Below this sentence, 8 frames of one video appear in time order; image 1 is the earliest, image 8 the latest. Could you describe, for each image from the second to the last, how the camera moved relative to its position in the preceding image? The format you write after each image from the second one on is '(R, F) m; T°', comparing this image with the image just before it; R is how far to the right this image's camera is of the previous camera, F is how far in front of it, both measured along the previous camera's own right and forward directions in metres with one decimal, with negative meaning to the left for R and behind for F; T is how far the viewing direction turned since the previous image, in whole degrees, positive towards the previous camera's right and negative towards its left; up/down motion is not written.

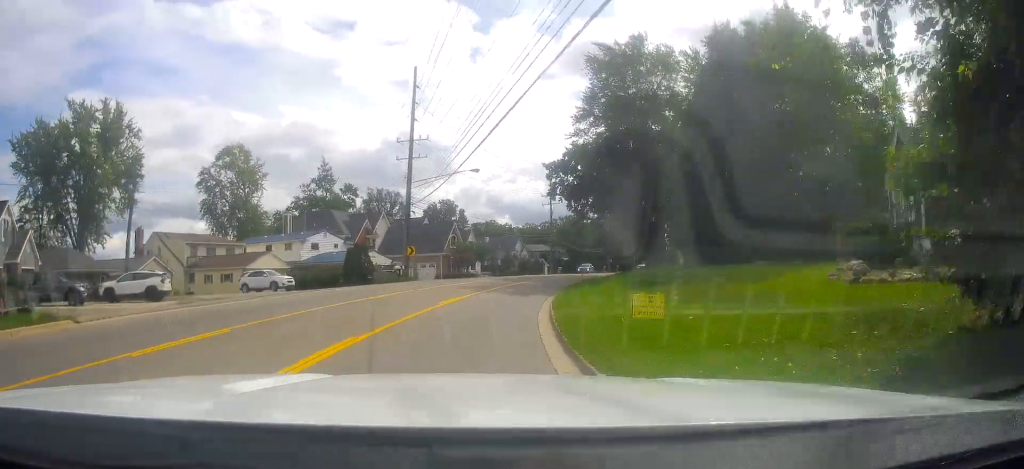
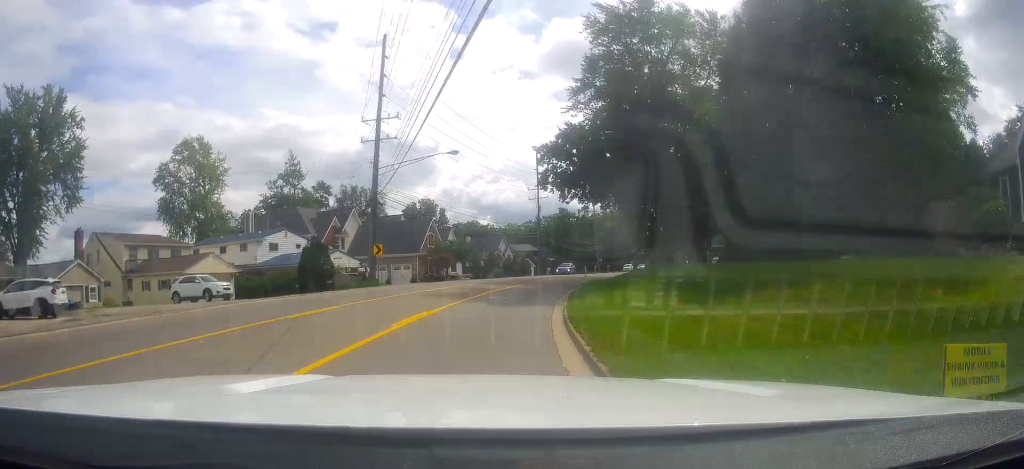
(0.0, +8.5) m; +1°
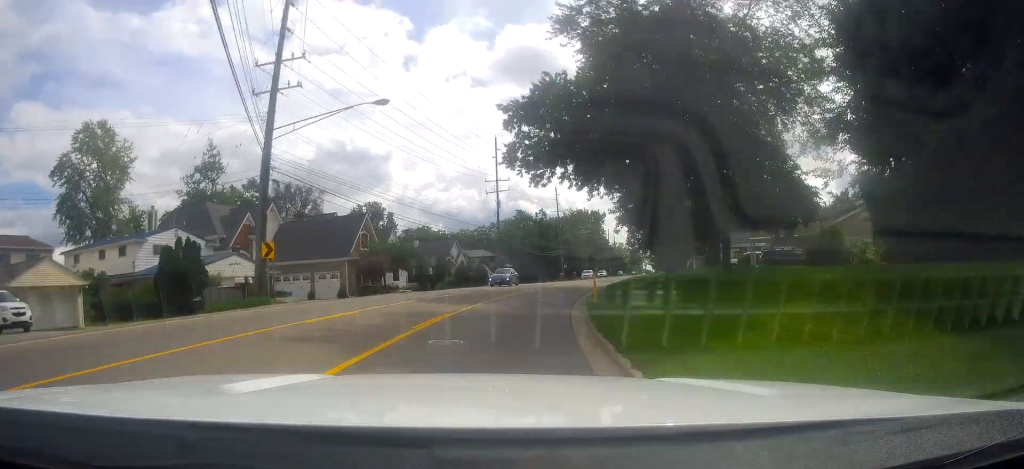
(0.0, +15.0) m; +4°
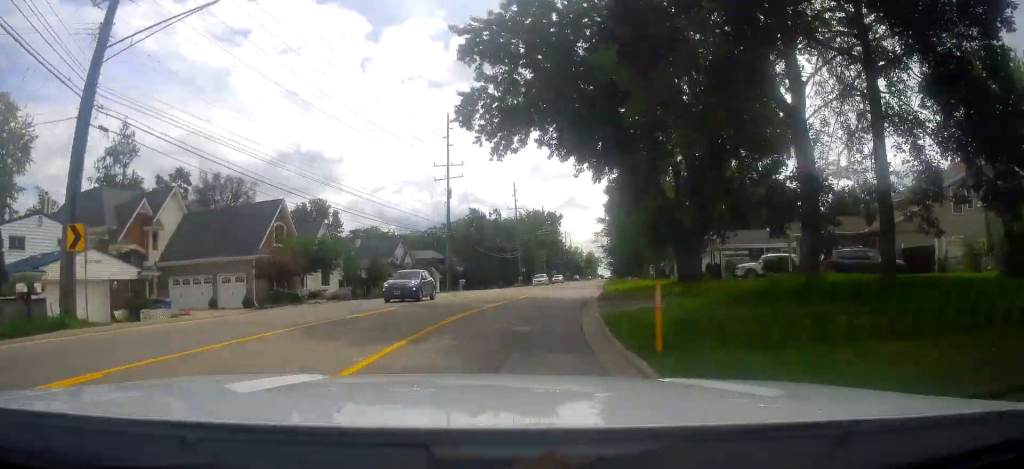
(+1.0, +12.3) m; +4°
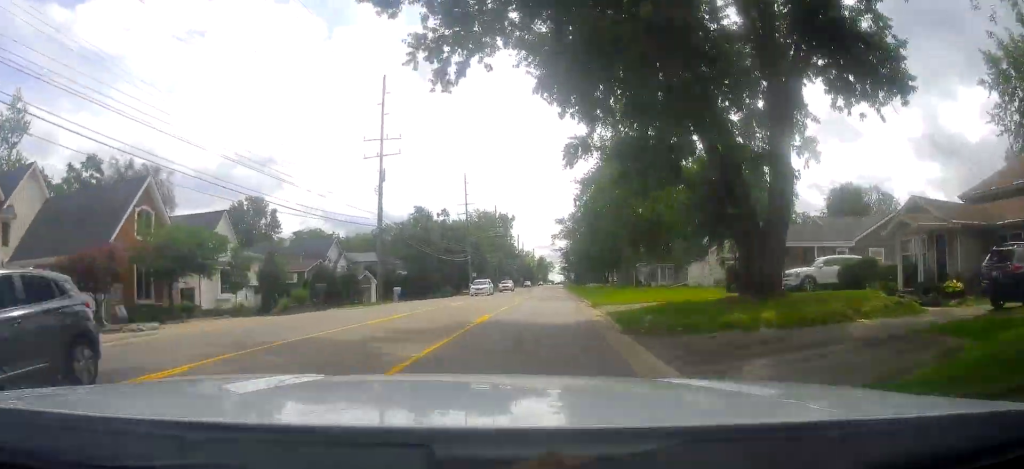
(+0.6, +13.7) m; +4°
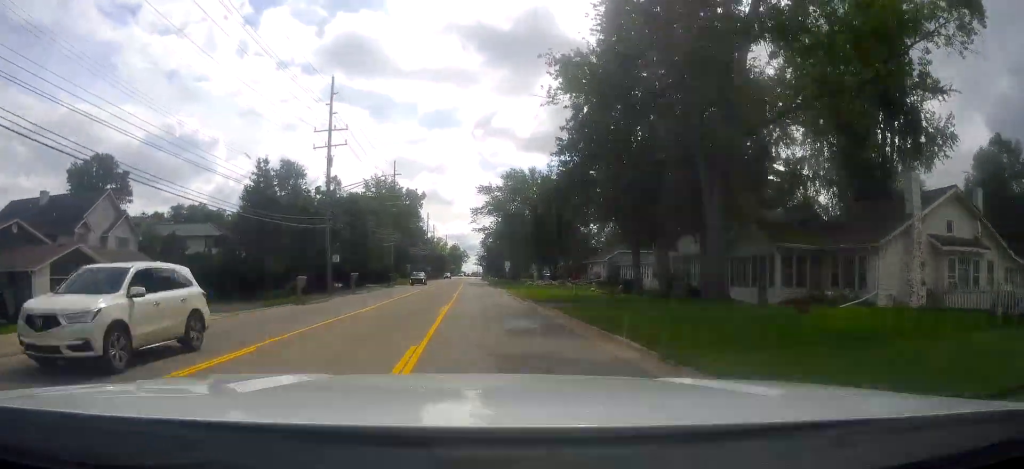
(+3.5, +41.7) m; +8°
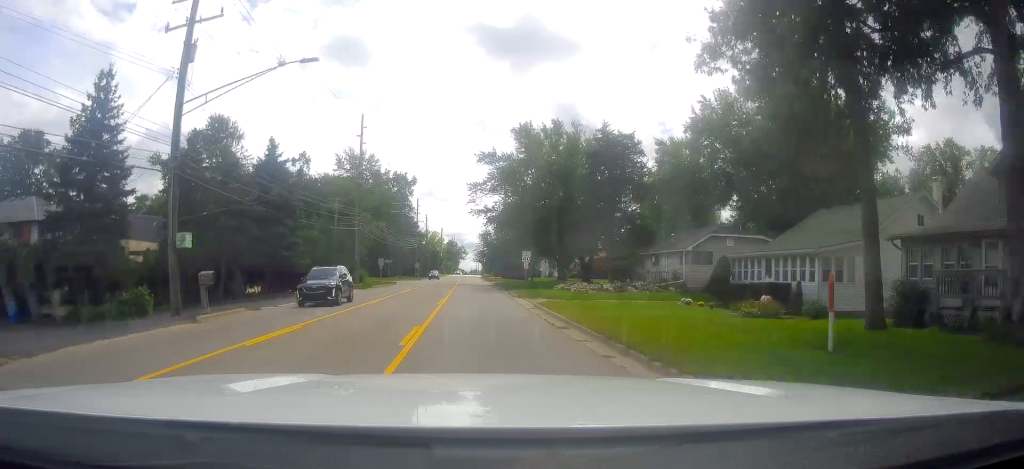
(+0.7, +26.2) m; +3°
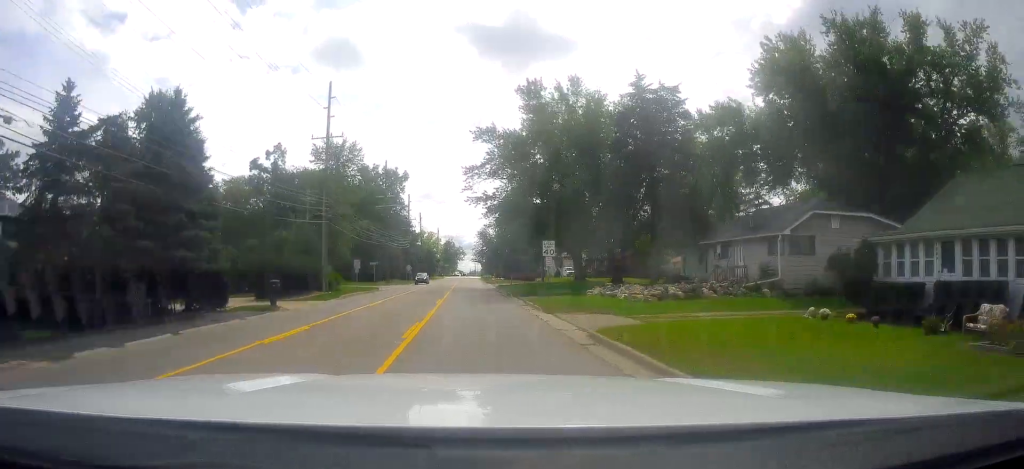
(+0.1, +13.4) m; +1°
